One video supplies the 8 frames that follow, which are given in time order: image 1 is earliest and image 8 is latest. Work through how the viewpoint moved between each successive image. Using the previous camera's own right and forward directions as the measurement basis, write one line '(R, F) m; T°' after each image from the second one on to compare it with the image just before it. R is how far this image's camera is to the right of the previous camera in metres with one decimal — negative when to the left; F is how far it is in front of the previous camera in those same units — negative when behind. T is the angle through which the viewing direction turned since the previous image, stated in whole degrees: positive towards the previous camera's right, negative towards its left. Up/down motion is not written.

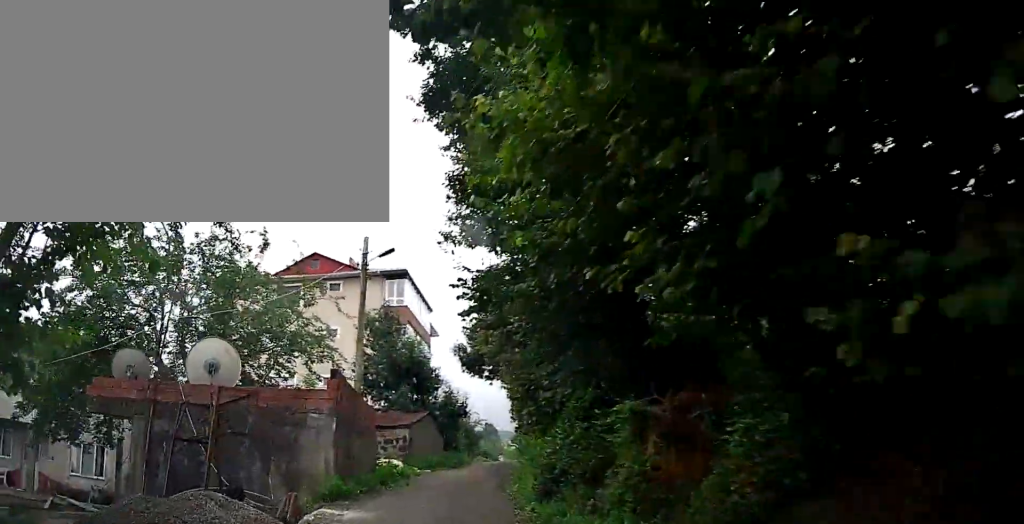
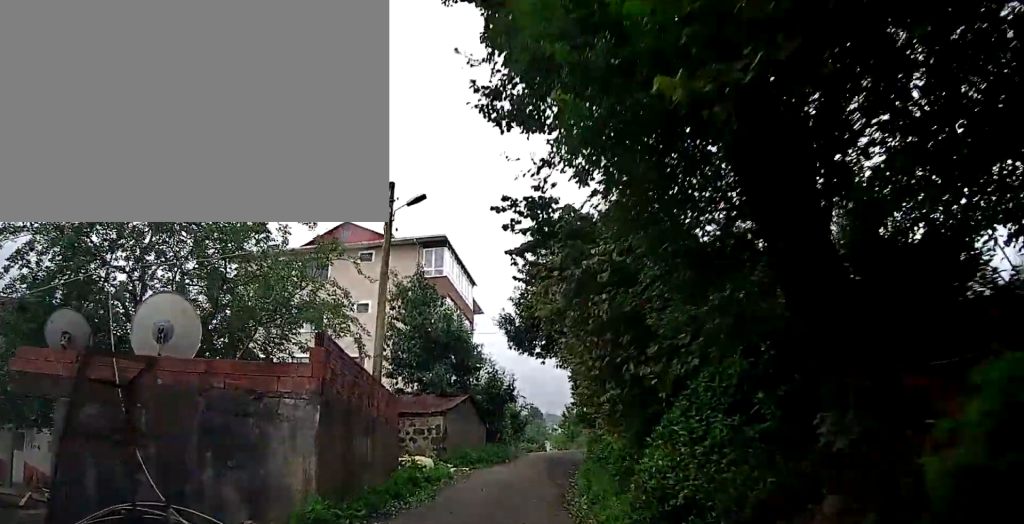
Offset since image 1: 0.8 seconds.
(-0.3, +3.4) m; -6°
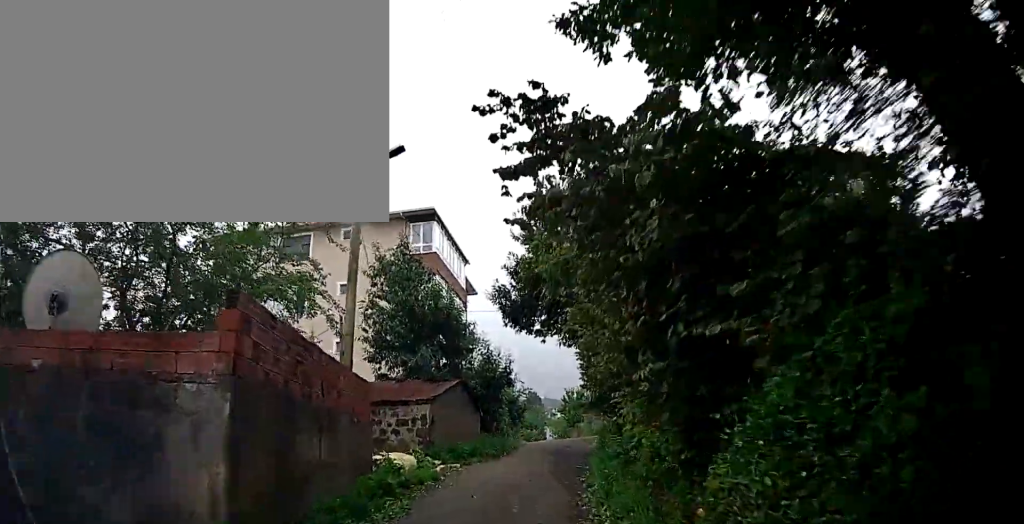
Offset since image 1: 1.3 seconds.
(-0.1, +2.1) m; -2°
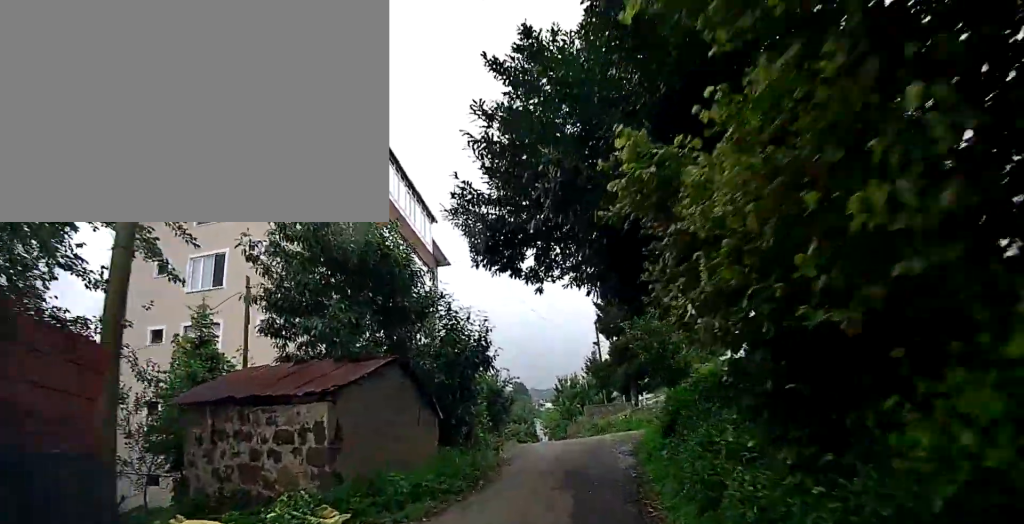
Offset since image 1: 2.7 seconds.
(+0.1, +6.6) m; +2°
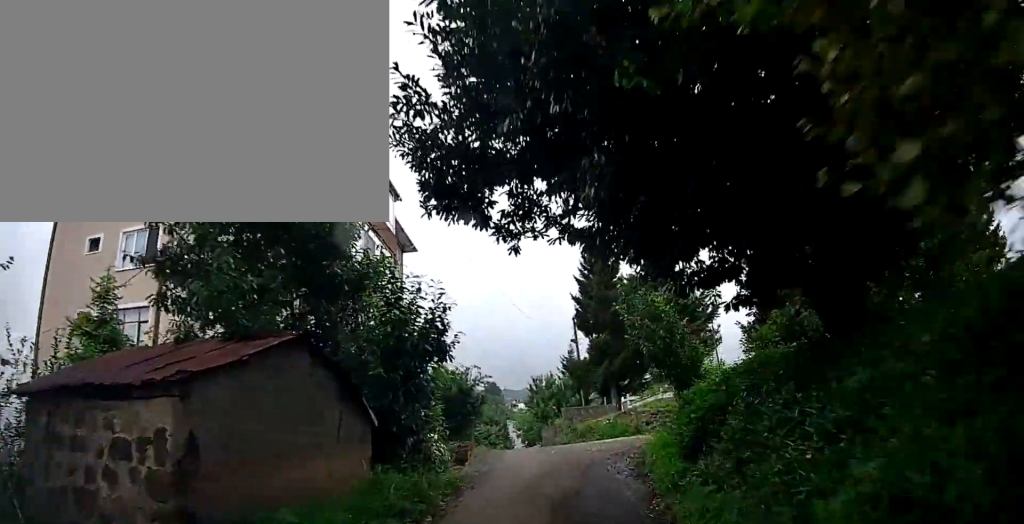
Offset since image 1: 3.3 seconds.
(-0.1, +2.9) m; +1°
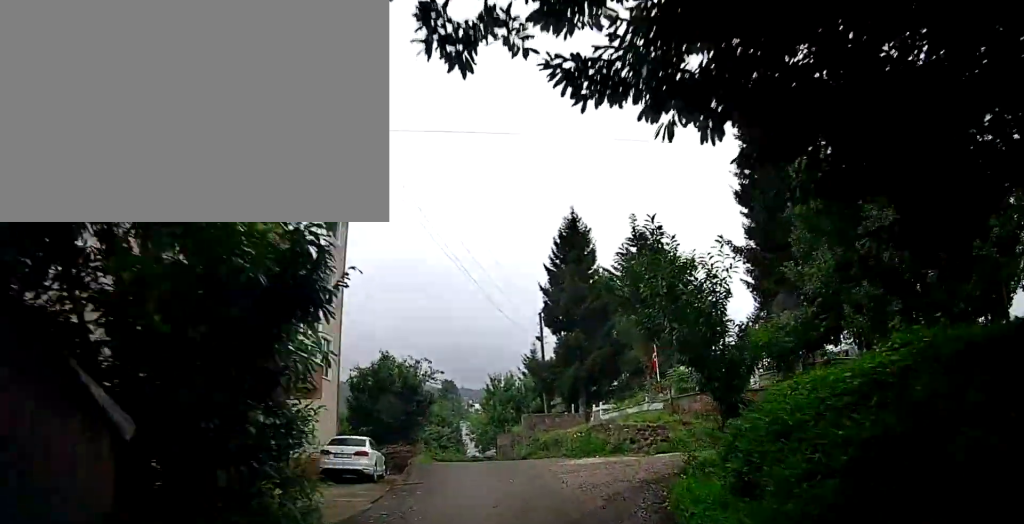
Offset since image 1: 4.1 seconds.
(+0.2, +4.2) m; +4°
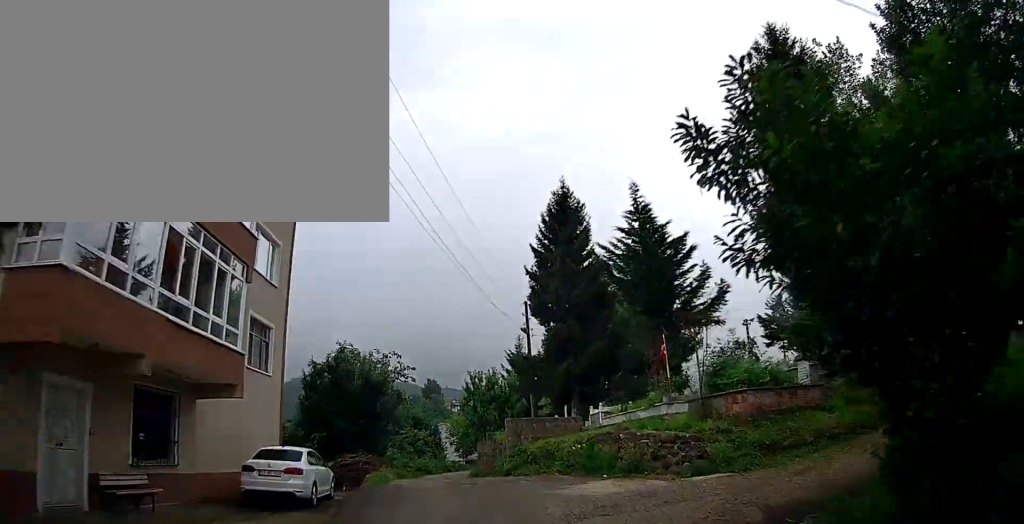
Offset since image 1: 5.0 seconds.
(+0.2, +4.1) m; +1°
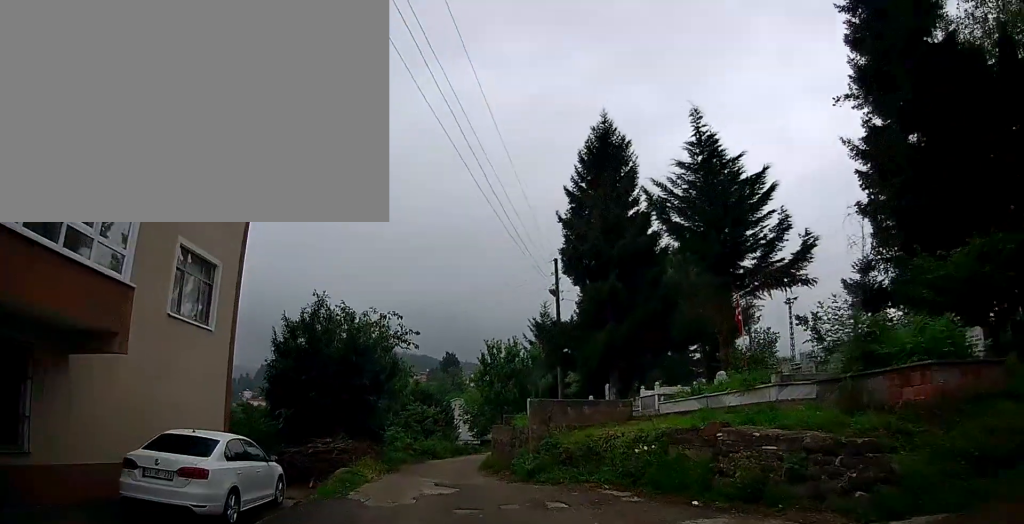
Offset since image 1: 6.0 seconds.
(0.0, +5.1) m; -1°
